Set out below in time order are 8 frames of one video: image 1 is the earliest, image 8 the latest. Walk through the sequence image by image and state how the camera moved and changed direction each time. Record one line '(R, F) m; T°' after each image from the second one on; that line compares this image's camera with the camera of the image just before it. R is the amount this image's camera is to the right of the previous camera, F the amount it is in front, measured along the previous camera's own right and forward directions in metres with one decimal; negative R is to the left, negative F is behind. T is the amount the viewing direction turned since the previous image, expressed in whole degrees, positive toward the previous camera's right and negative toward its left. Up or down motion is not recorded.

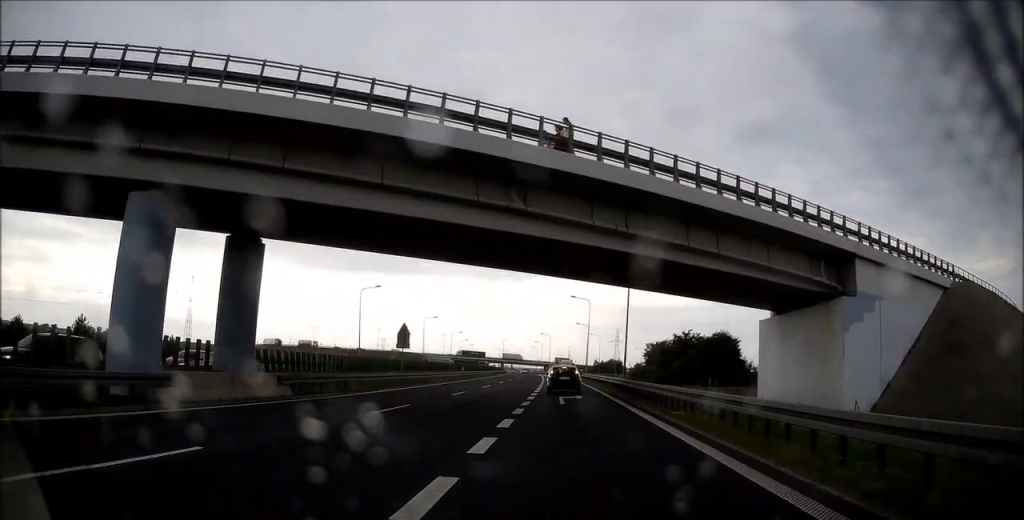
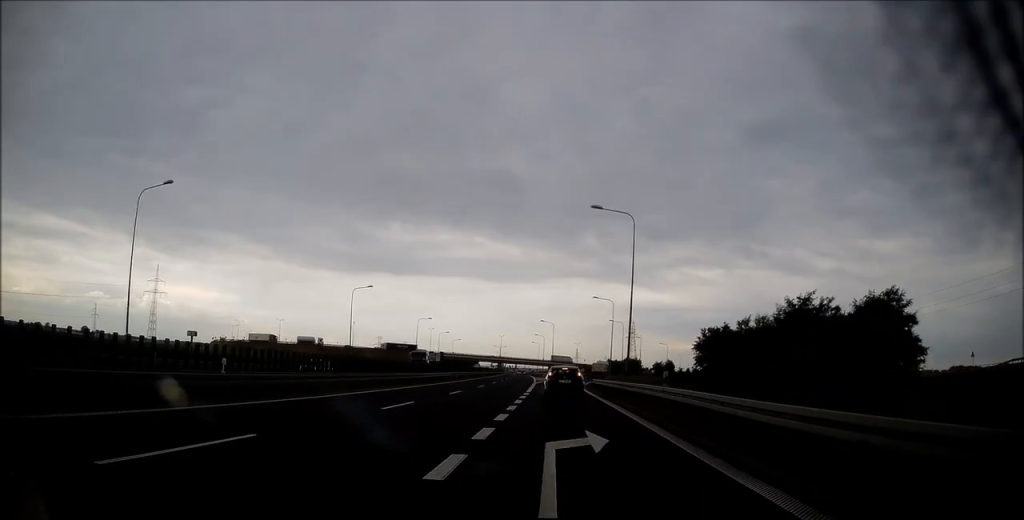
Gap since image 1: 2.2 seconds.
(-0.7, +46.6) m; -1°
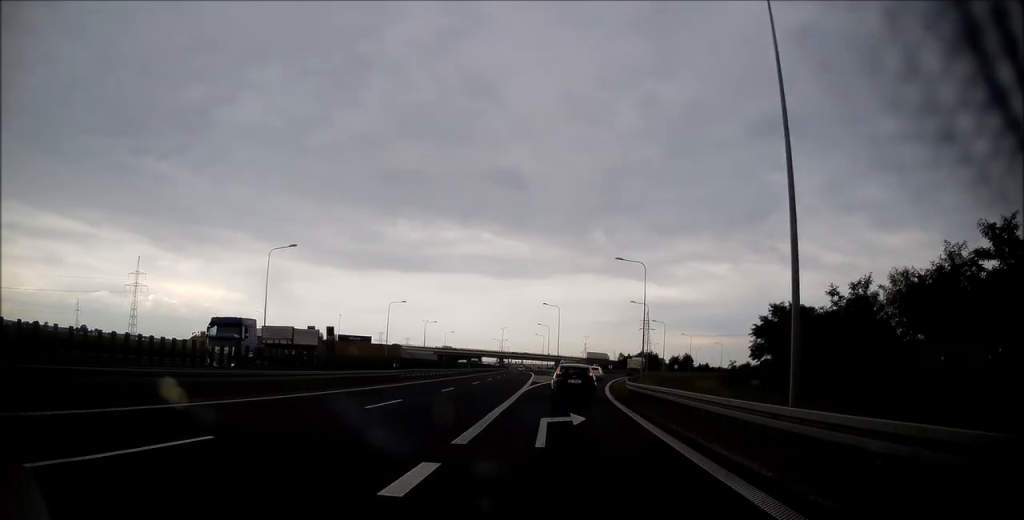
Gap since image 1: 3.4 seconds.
(+0.1, +25.4) m; 0°
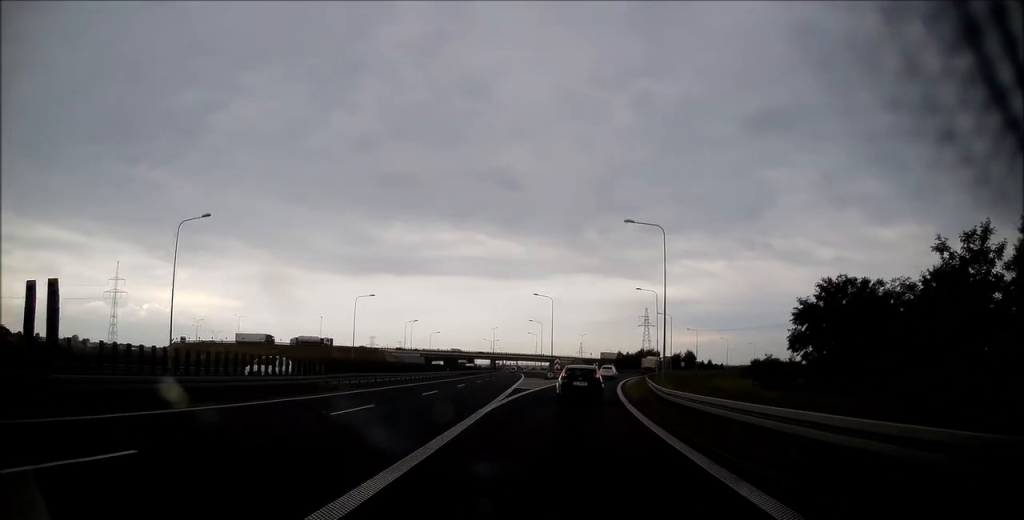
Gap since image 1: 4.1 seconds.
(0.0, +13.9) m; 0°
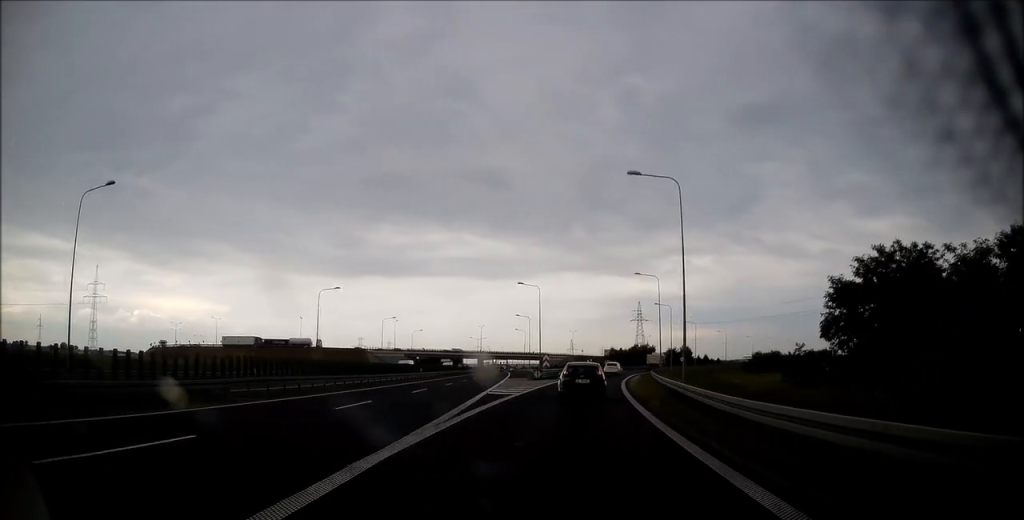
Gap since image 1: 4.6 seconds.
(-0.1, +9.8) m; 0°
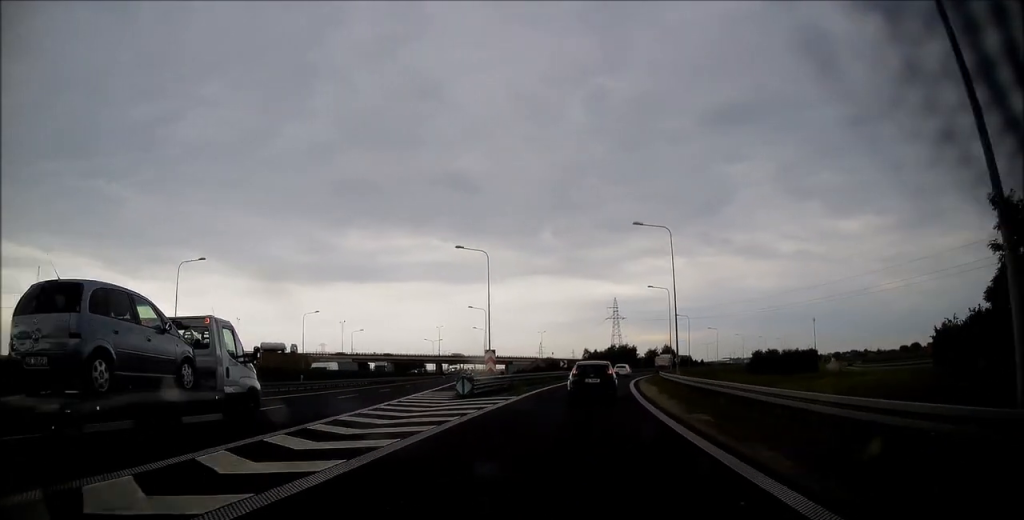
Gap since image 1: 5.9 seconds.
(+0.3, +24.8) m; +2°
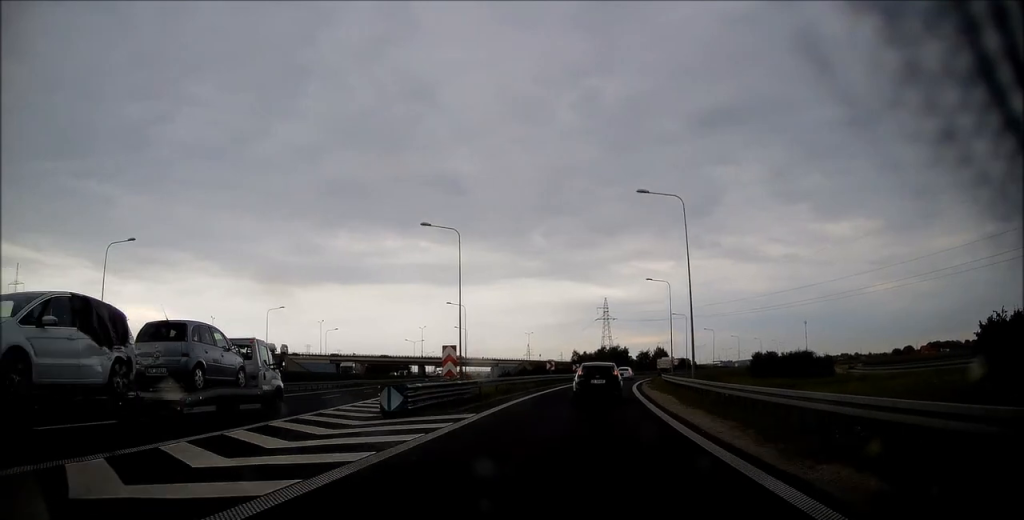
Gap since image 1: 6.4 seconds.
(+0.2, +8.6) m; +1°
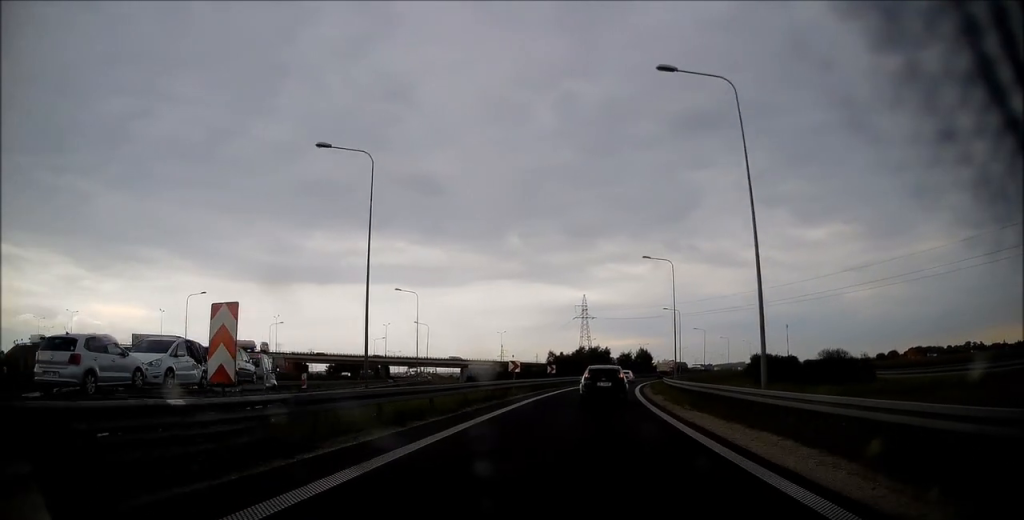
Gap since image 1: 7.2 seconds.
(+0.3, +15.2) m; +2°
